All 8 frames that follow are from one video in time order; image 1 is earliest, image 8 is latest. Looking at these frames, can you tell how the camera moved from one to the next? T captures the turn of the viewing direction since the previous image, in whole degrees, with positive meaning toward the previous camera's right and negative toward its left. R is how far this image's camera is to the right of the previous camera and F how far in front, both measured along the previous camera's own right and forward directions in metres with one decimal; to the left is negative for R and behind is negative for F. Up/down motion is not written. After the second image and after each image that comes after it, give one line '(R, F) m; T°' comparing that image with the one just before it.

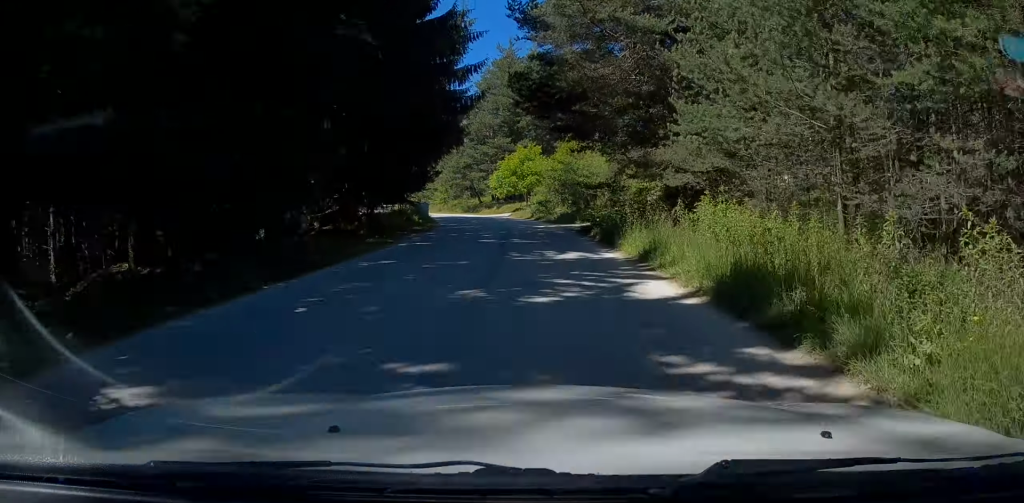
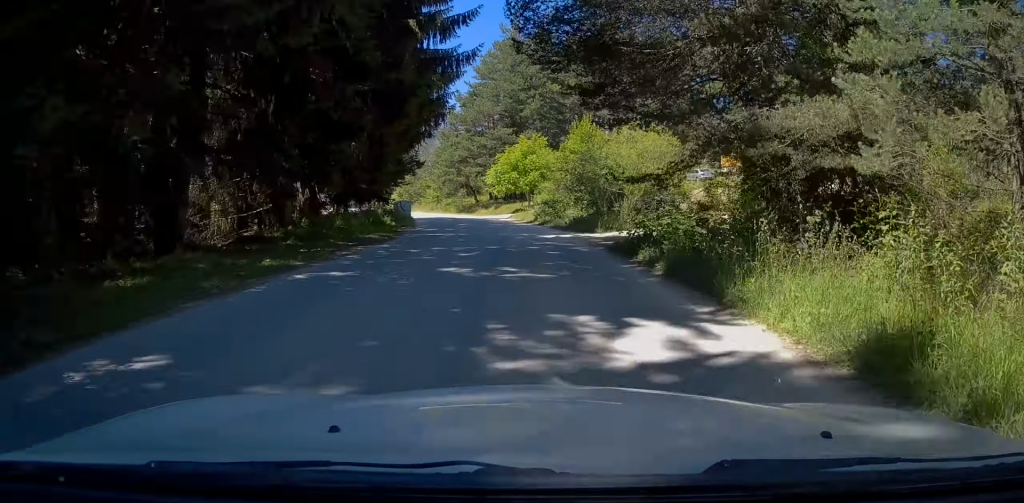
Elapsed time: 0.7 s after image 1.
(0.0, +8.2) m; -1°
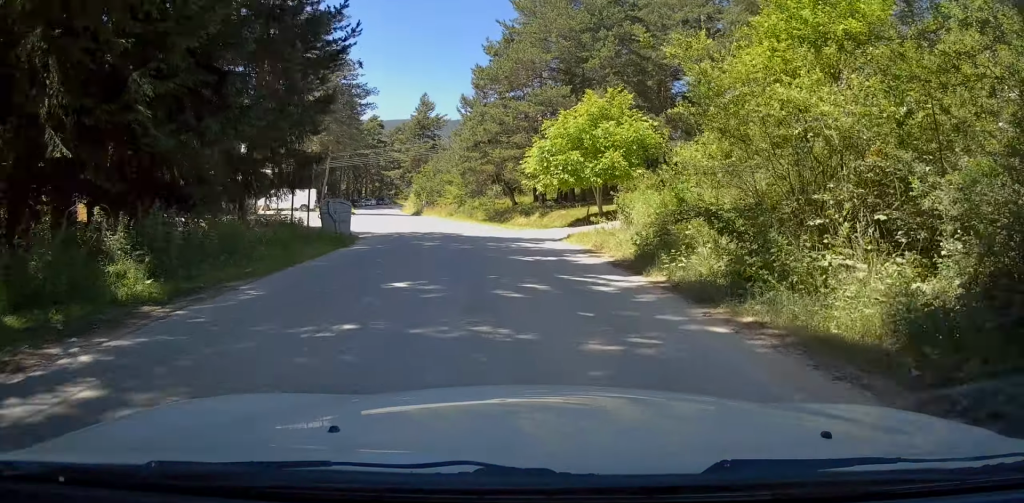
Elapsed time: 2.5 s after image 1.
(-1.4, +22.3) m; -9°
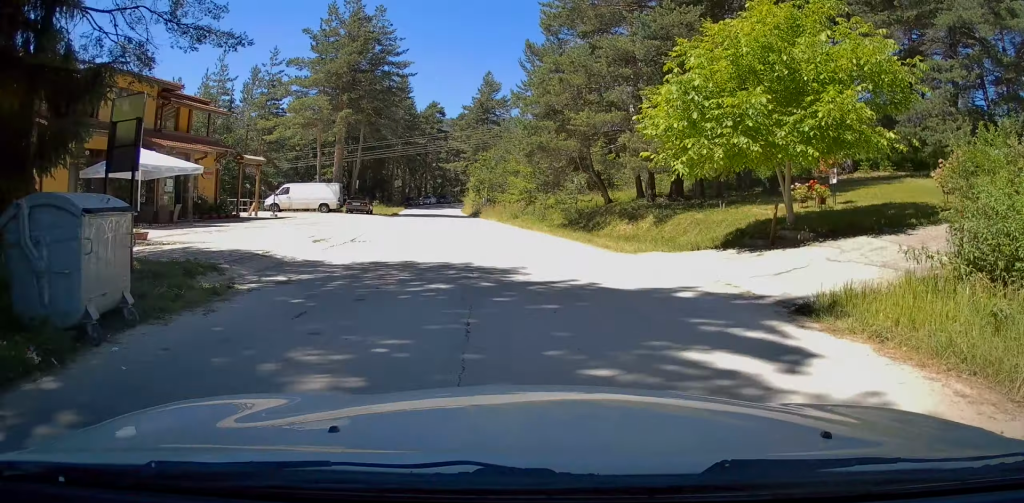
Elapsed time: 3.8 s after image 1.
(-0.8, +14.4) m; -5°
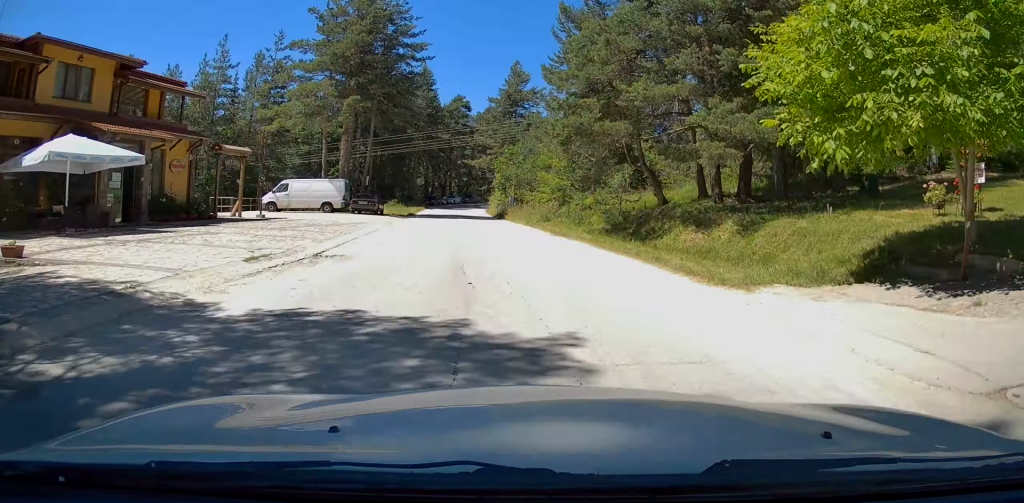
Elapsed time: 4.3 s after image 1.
(-0.1, +5.8) m; -1°
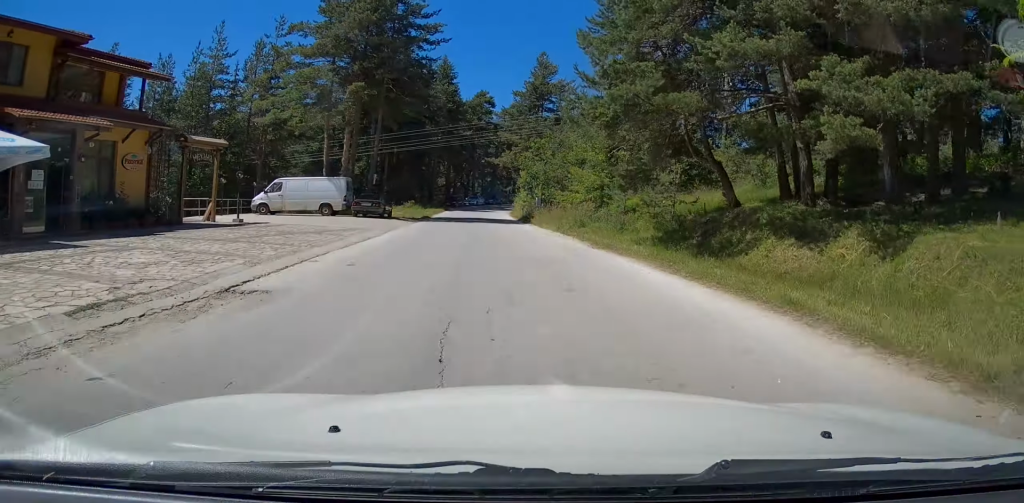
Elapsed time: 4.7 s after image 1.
(+0.1, +5.3) m; -1°
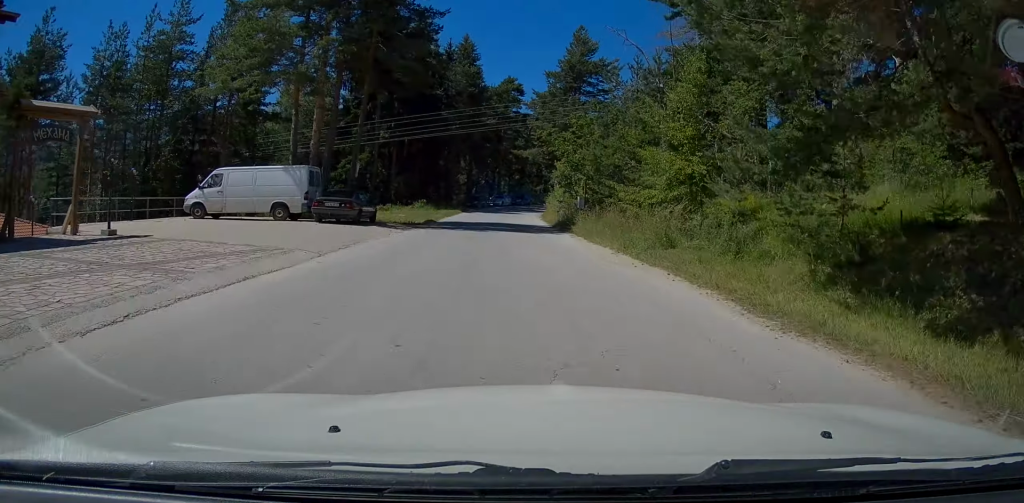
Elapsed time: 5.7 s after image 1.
(-0.2, +10.4) m; -2°
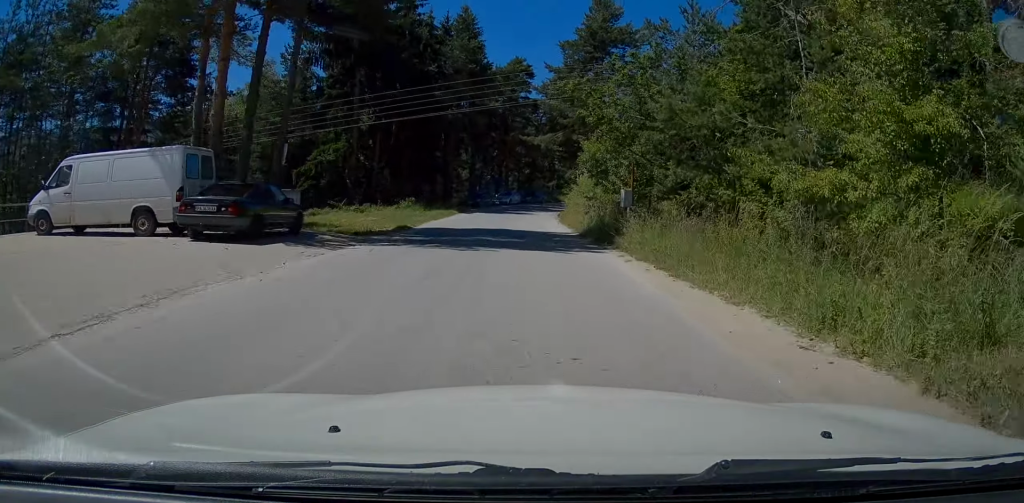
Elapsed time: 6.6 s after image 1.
(-0.2, +9.9) m; 0°
